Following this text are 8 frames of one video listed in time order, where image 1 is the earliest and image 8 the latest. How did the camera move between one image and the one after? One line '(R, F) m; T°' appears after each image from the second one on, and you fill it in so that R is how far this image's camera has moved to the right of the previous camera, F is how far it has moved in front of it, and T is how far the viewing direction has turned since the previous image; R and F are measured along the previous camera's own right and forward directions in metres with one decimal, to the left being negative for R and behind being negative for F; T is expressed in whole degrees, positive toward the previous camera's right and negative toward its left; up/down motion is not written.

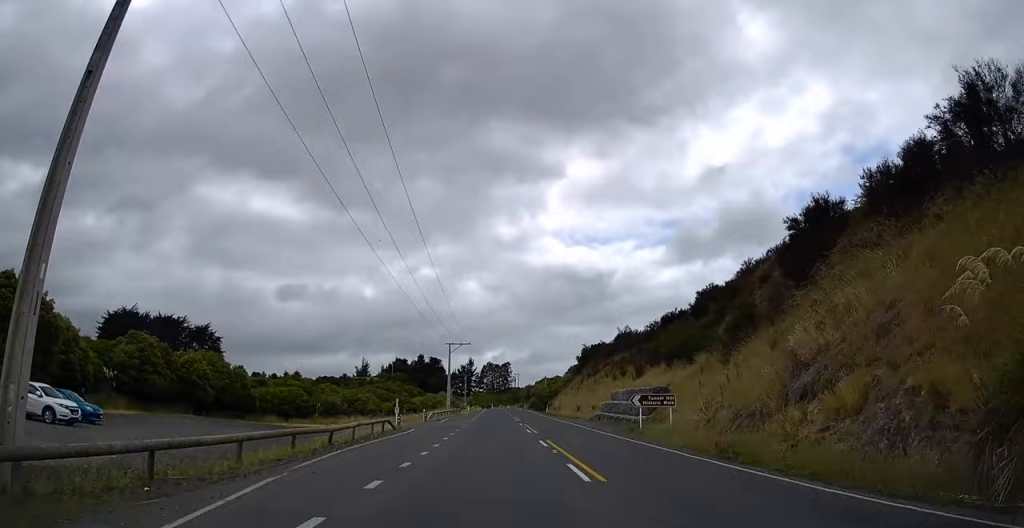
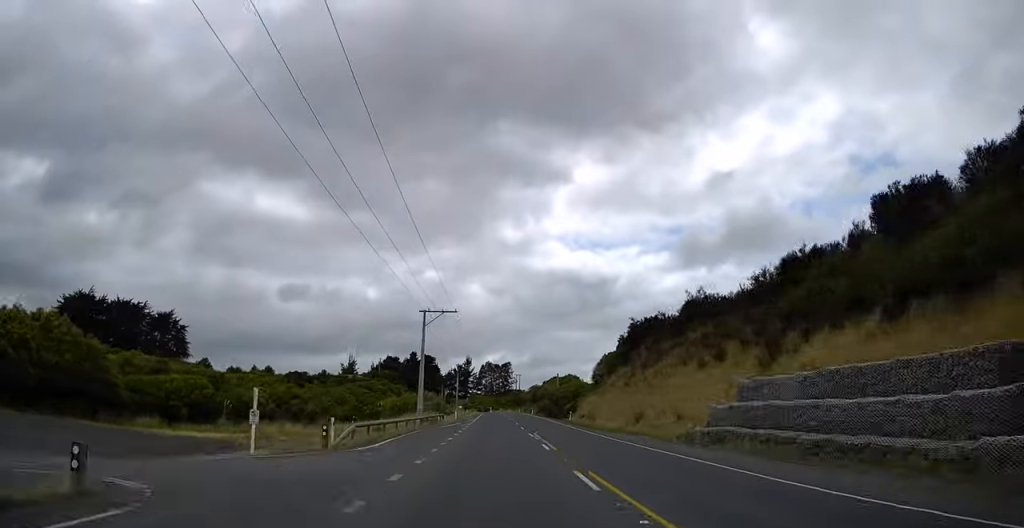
(+0.4, +36.1) m; 0°
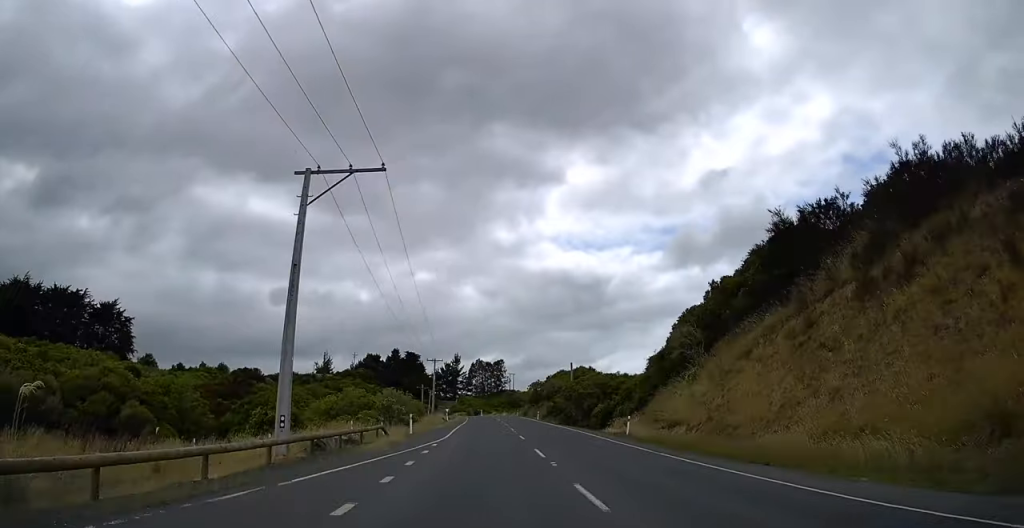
(+0.5, +33.9) m; 0°
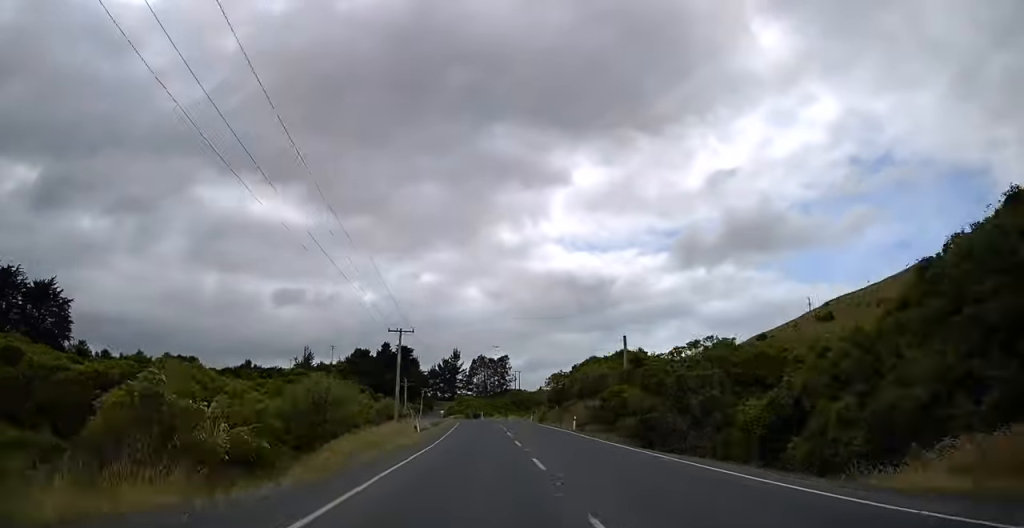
(-0.3, +33.0) m; -2°
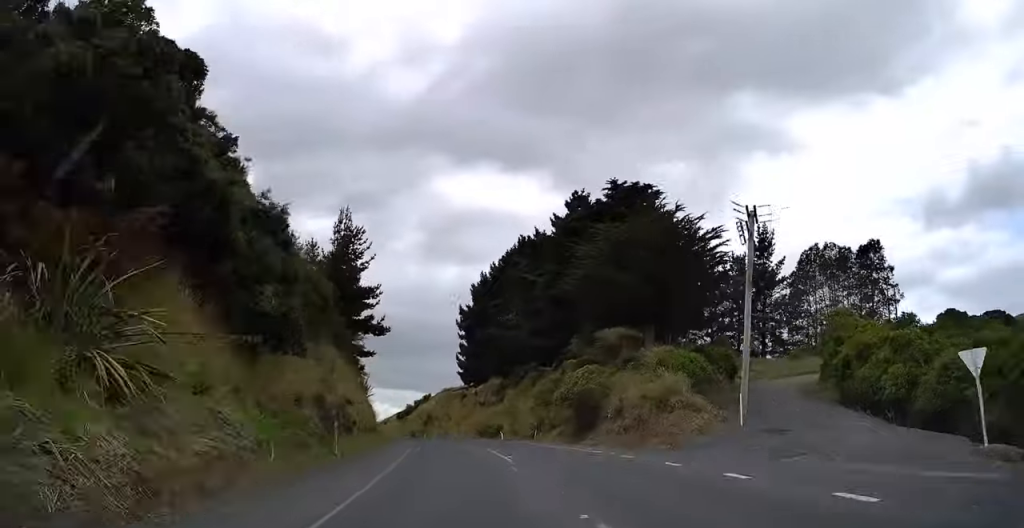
(-21.2, +153.0) m; -21°
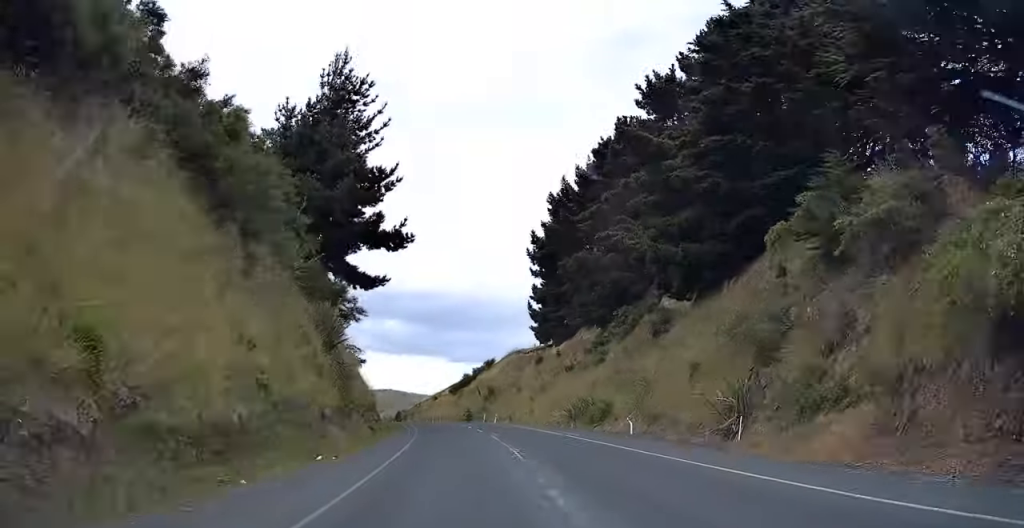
(-1.9, +35.4) m; -6°
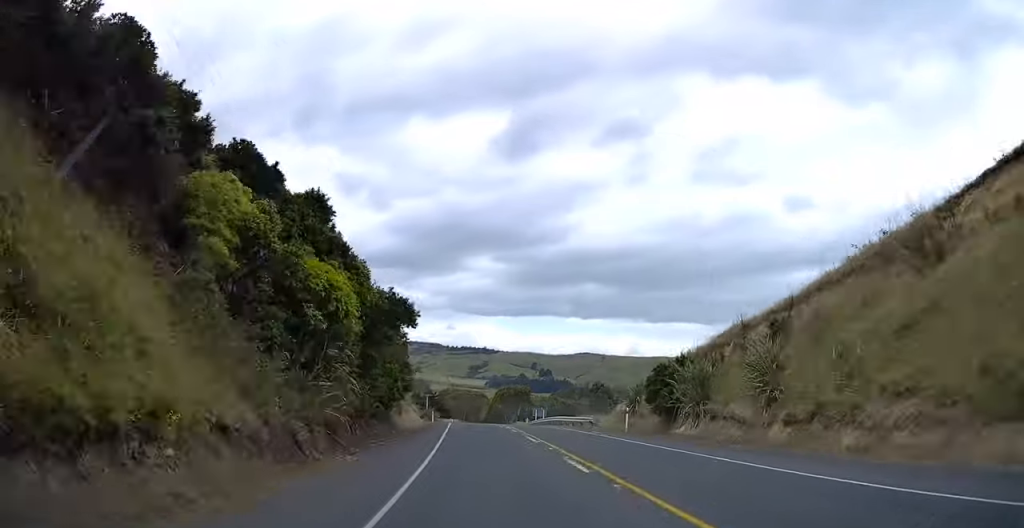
(-16.3, +103.5) m; -14°
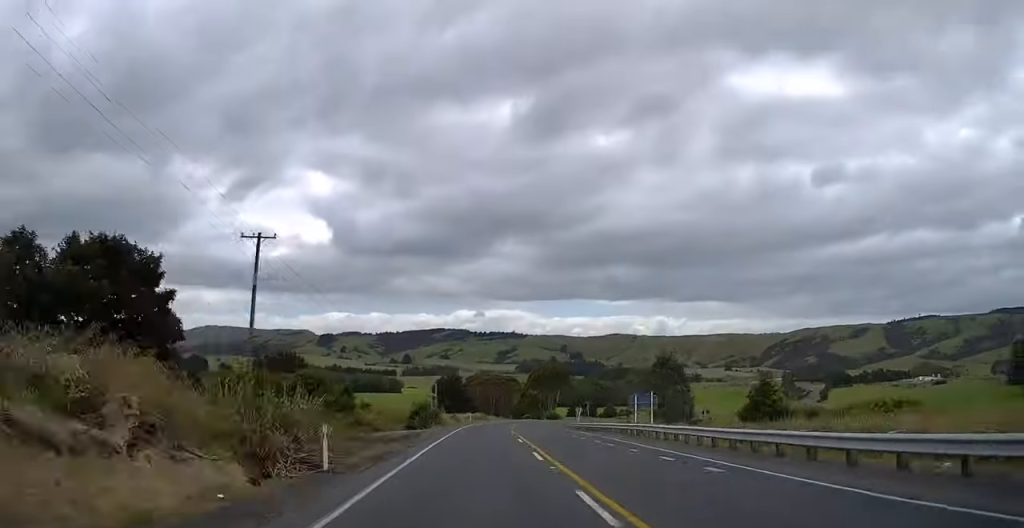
(-2.0, +48.9) m; -1°
